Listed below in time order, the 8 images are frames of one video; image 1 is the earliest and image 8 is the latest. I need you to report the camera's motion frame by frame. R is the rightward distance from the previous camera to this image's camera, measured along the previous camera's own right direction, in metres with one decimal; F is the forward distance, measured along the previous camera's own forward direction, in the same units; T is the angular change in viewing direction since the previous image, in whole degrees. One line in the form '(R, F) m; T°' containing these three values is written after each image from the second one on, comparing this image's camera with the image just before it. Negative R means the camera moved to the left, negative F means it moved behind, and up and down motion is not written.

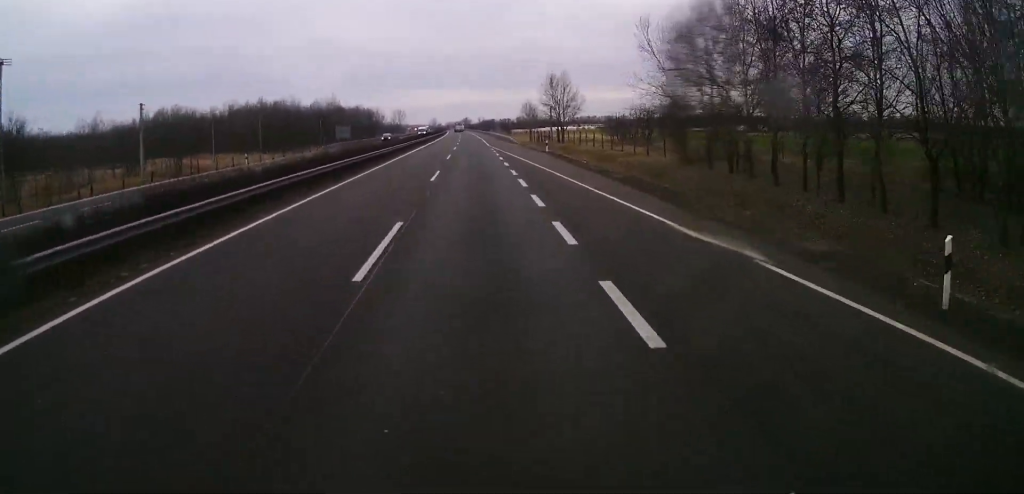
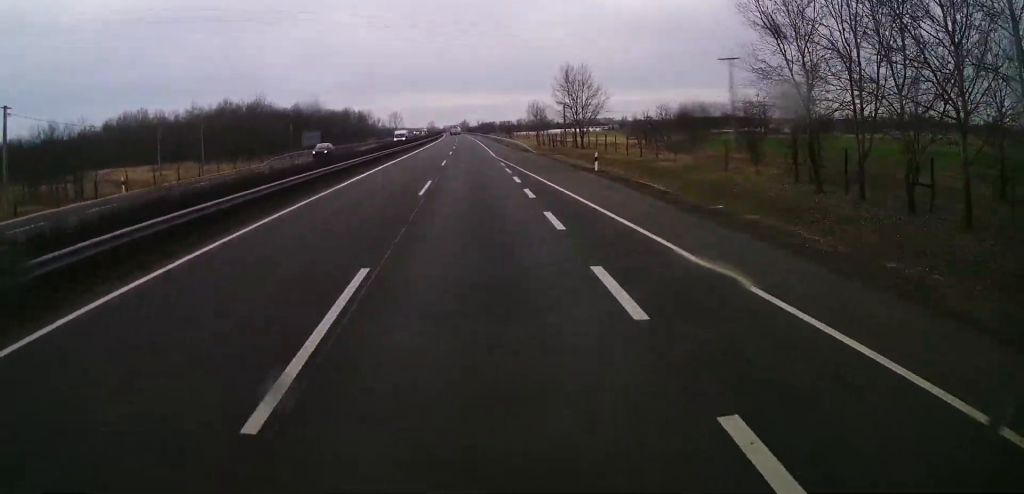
(+0.1, +23.2) m; 0°
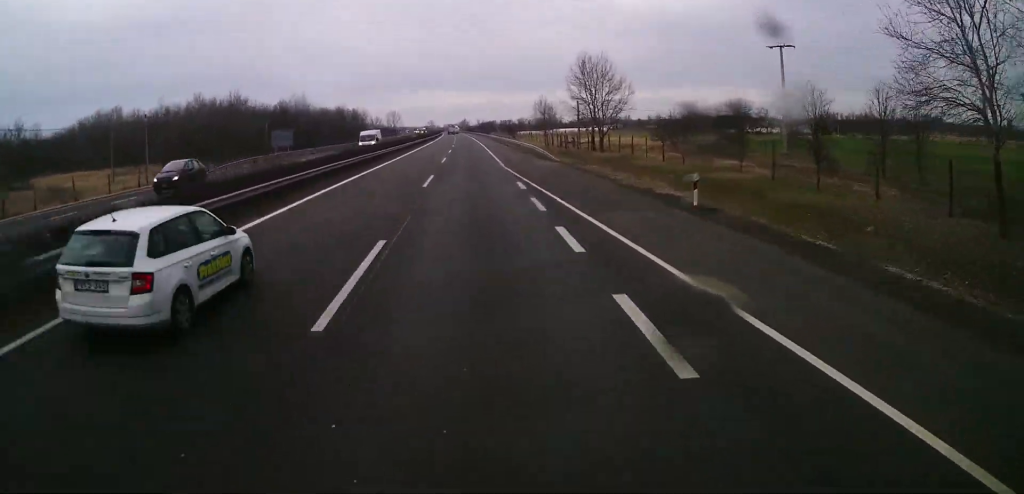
(+0.1, +15.5) m; 0°
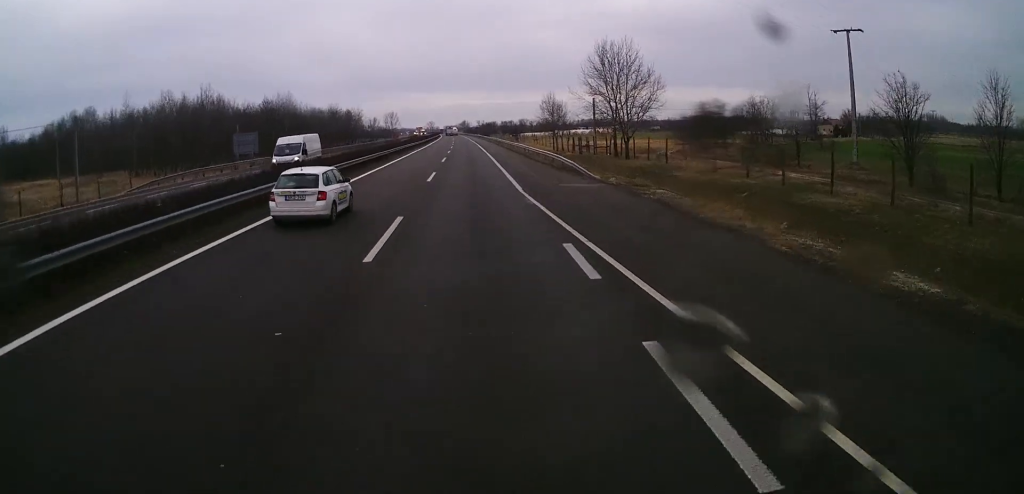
(0.0, +13.9) m; -1°
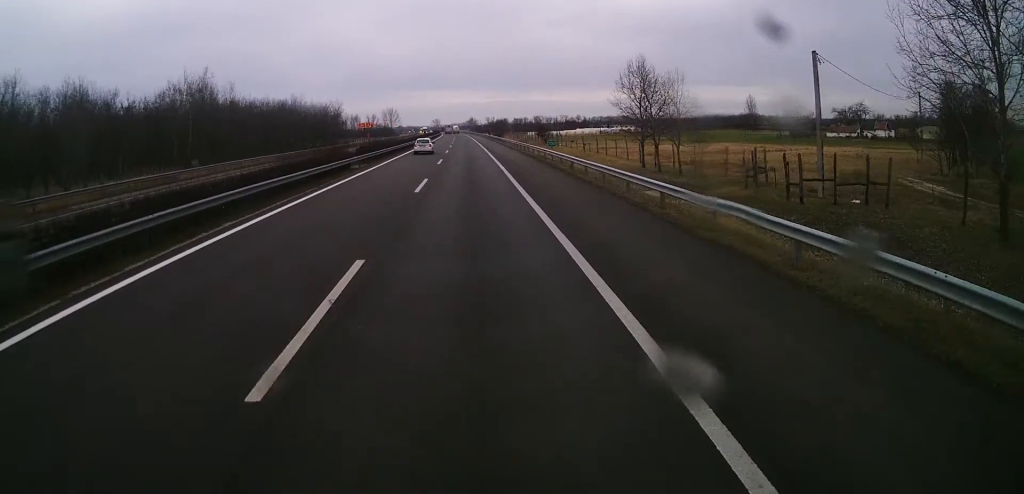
(-0.1, +59.9) m; 0°
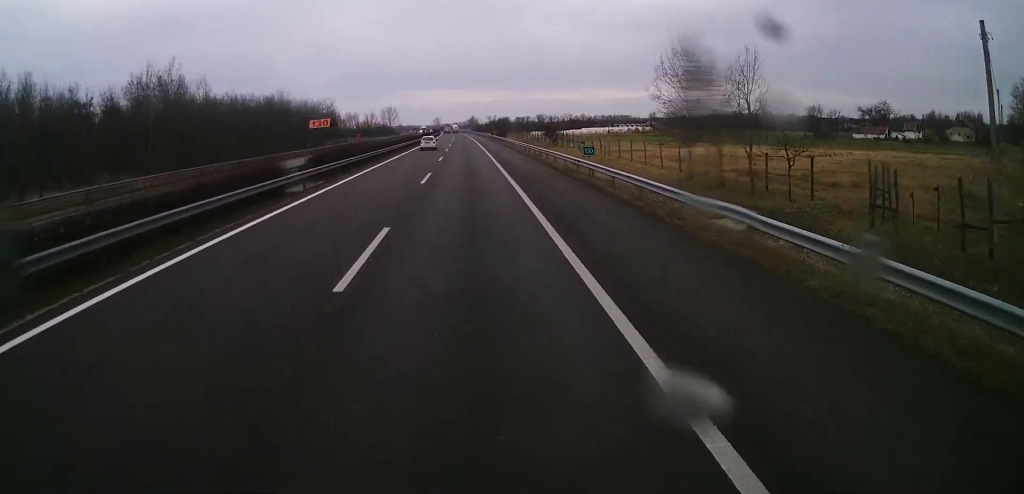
(+0.1, +13.8) m; -1°
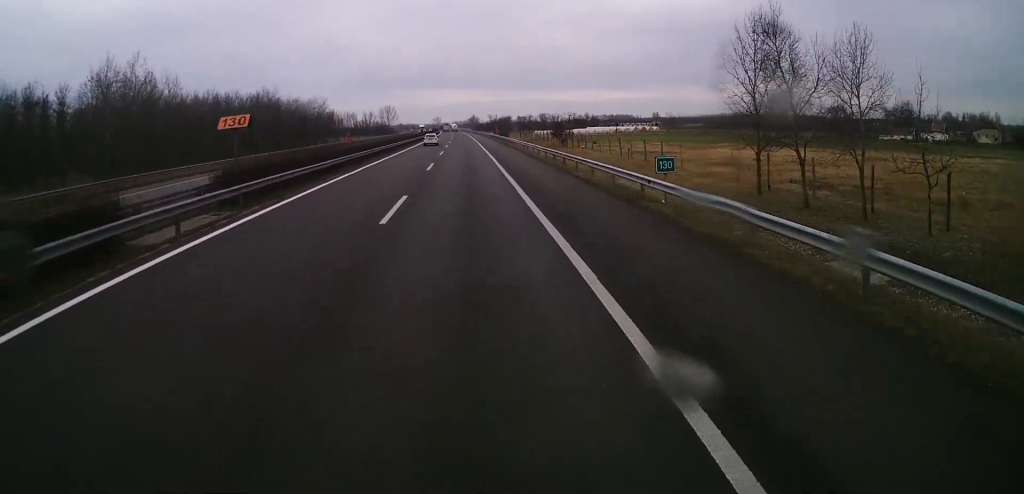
(-0.2, +12.3) m; 0°
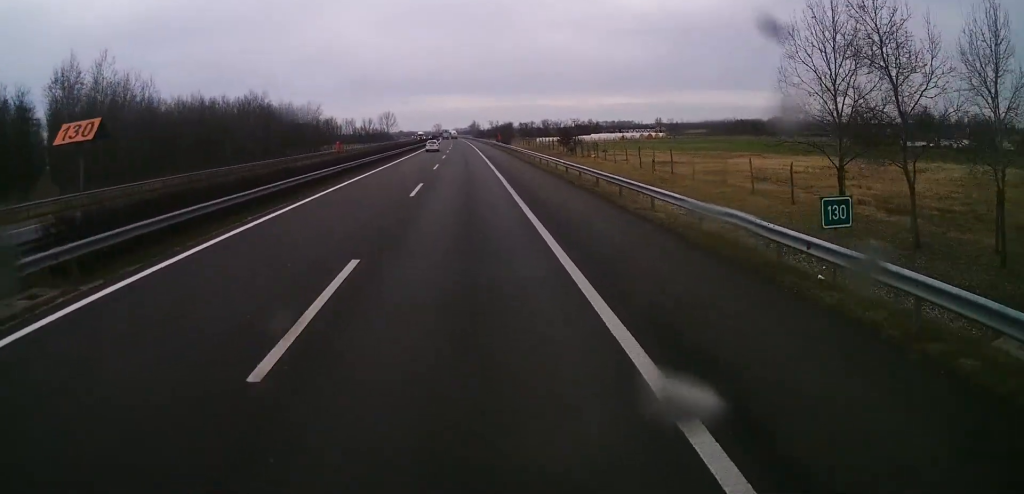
(-0.1, +9.2) m; 0°
